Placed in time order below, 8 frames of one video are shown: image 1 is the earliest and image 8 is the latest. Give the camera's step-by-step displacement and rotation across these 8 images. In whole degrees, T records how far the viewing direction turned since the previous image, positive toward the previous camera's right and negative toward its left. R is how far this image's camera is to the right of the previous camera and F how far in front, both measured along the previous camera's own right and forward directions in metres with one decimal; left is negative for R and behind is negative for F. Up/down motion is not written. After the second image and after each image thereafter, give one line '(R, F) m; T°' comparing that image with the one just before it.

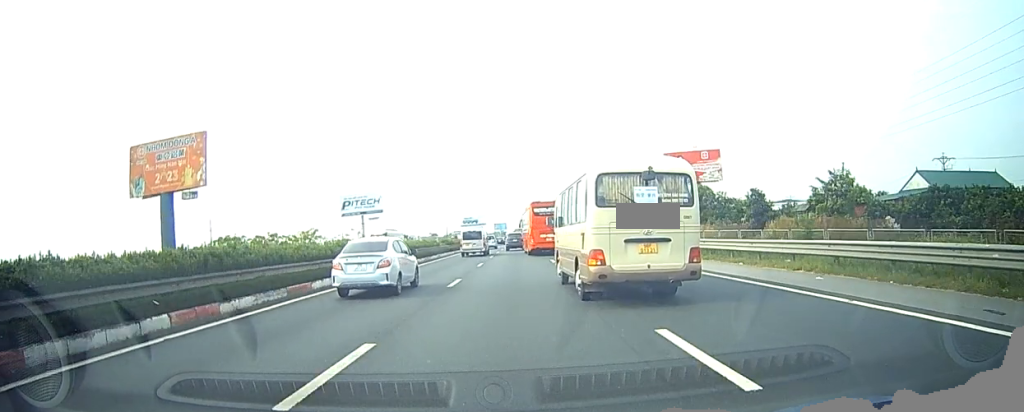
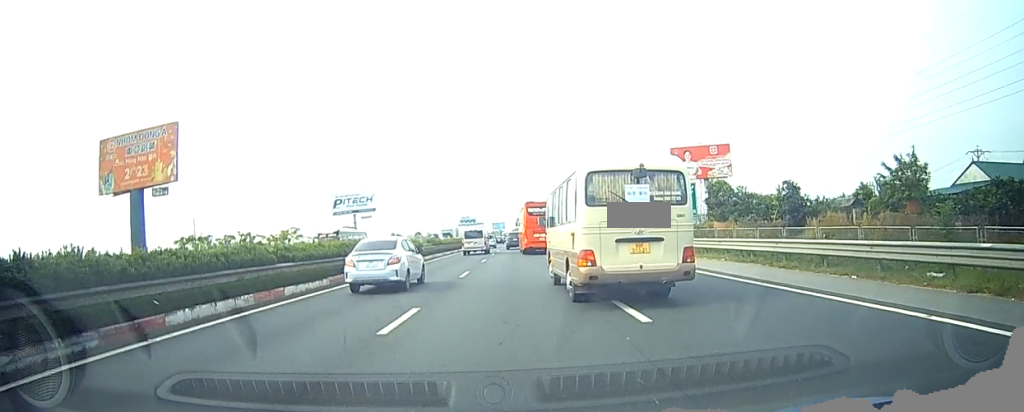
(+0.1, +7.9) m; 0°
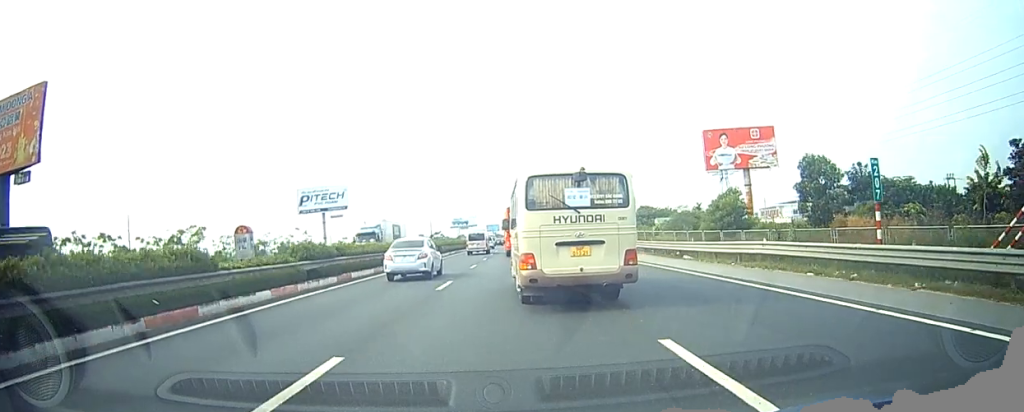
(+0.1, +29.4) m; 0°
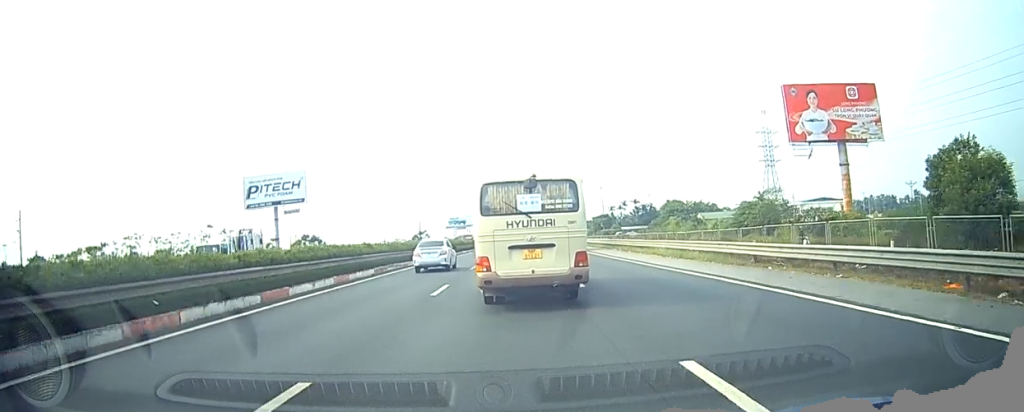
(+0.2, +39.0) m; +1°
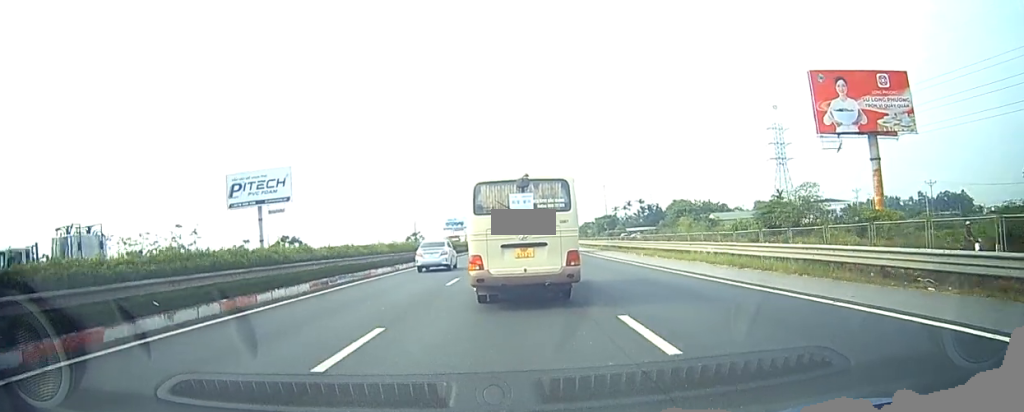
(0.0, +8.9) m; 0°
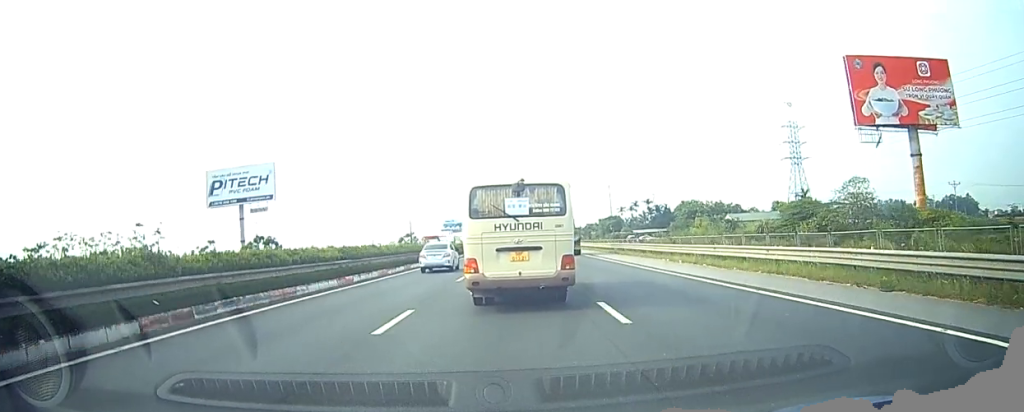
(0.0, +9.4) m; 0°
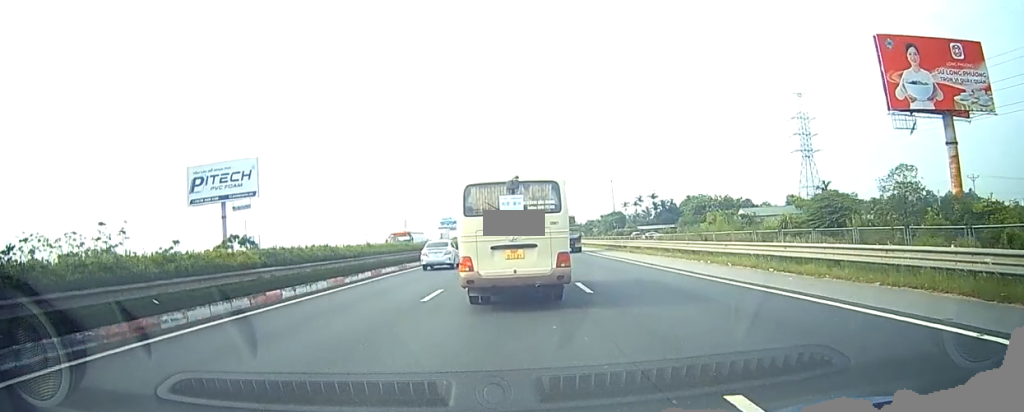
(0.0, +7.3) m; 0°
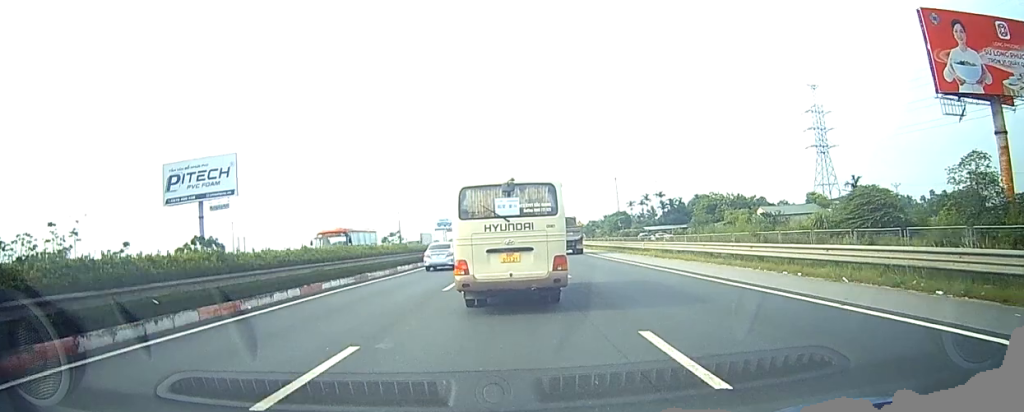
(0.0, +8.6) m; 0°
